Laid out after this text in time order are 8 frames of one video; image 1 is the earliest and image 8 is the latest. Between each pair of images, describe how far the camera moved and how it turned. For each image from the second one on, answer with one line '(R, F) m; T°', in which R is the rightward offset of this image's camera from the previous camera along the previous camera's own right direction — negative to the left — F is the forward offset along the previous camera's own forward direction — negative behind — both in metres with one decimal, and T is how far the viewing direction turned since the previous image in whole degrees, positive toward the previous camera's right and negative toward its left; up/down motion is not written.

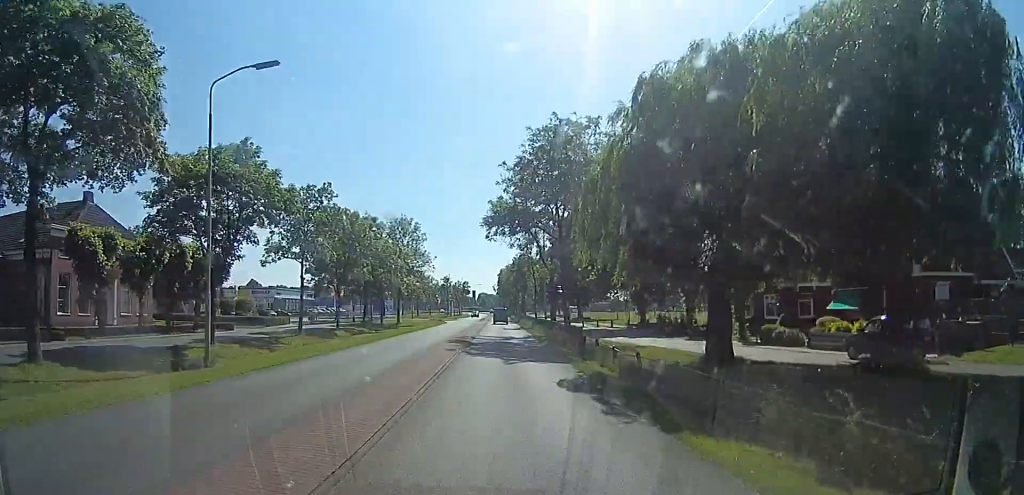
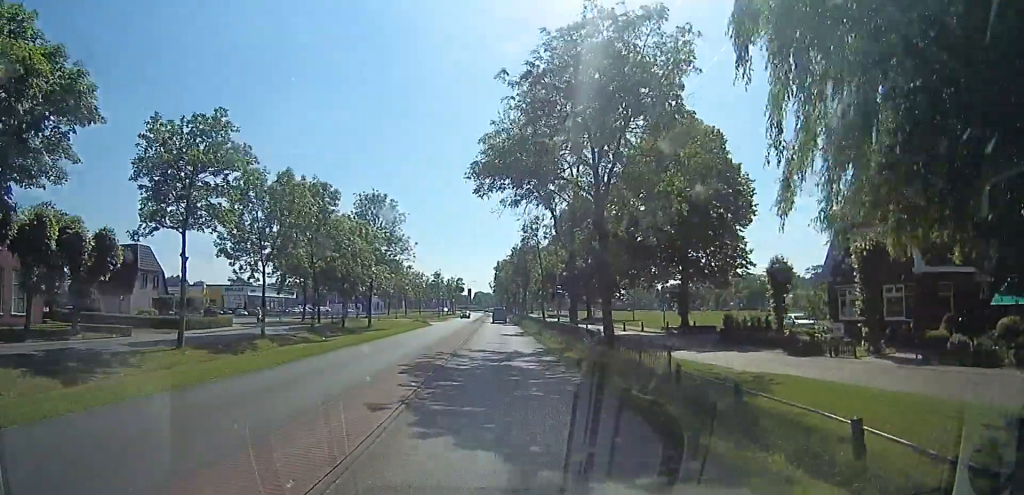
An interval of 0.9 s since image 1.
(+0.2, +12.5) m; +3°
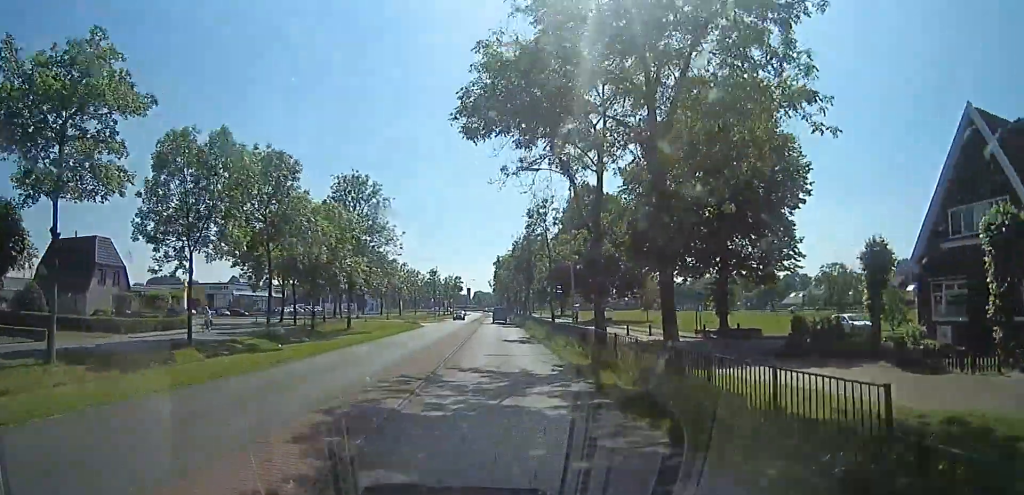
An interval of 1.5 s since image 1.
(+0.1, +7.1) m; +3°
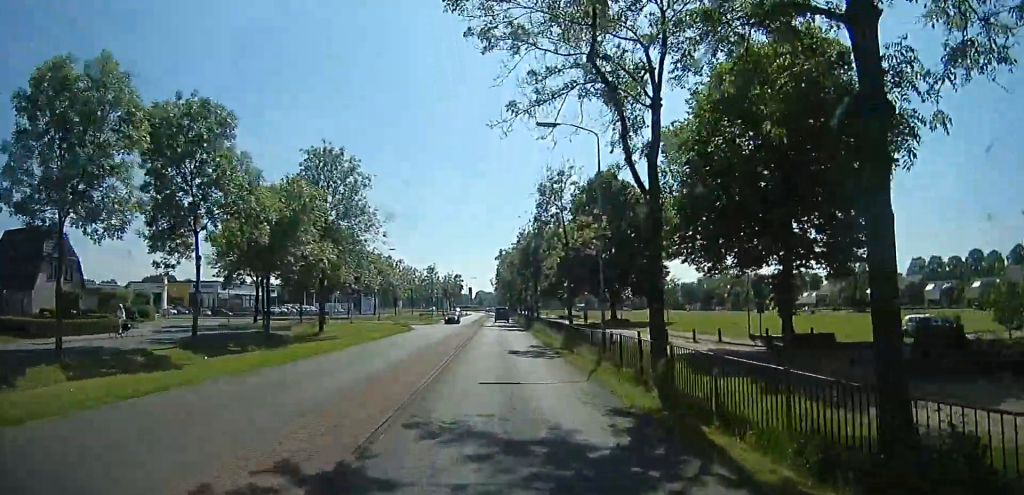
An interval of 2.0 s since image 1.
(+0.3, +7.5) m; -1°
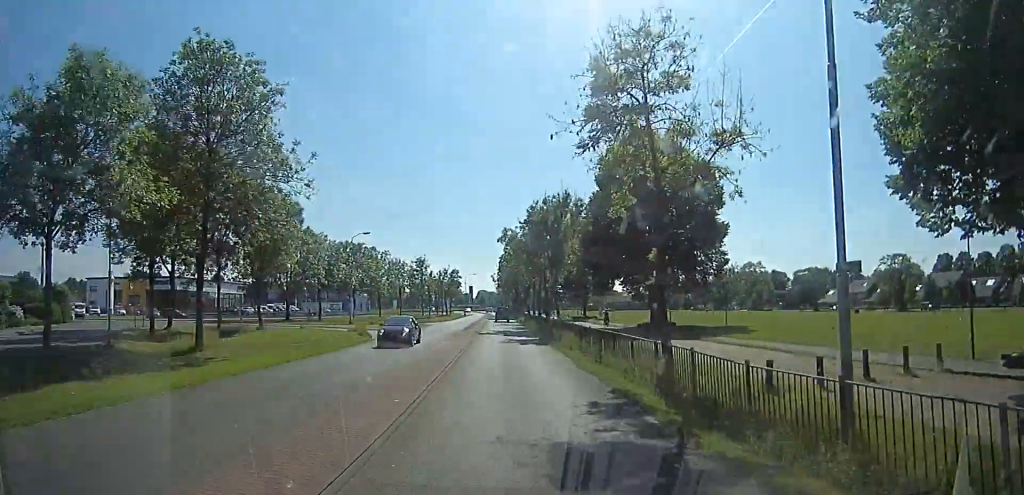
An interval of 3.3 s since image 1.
(-0.6, +15.8) m; -5°
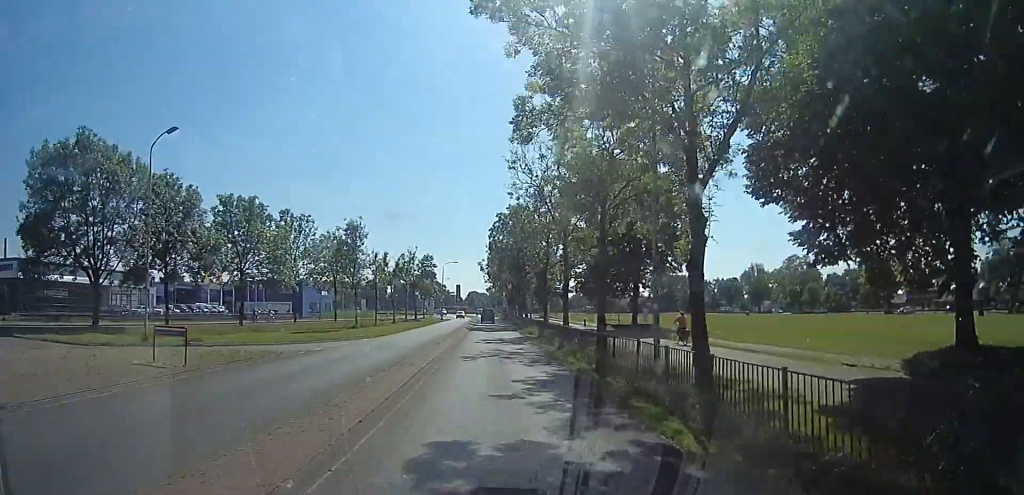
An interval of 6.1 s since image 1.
(-1.3, +36.3) m; -4°
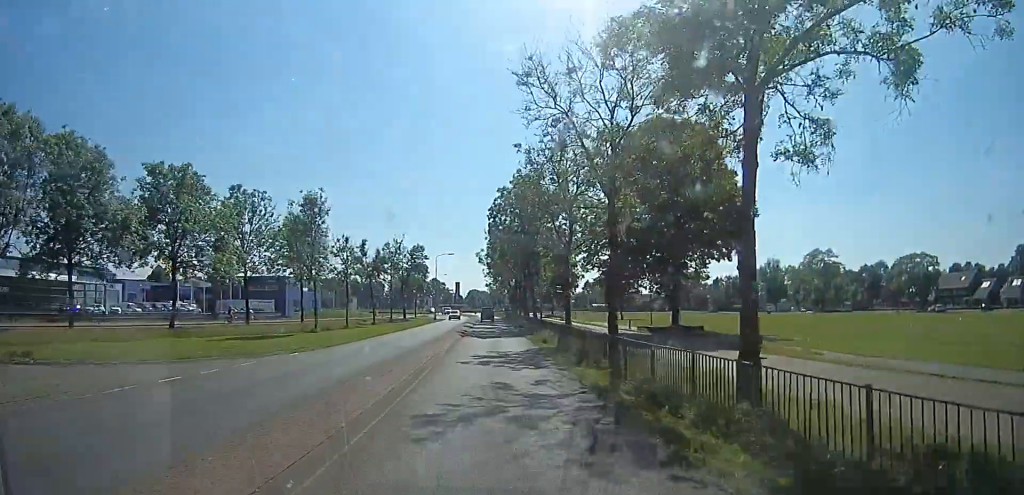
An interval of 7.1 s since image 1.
(-0.1, +11.5) m; +1°
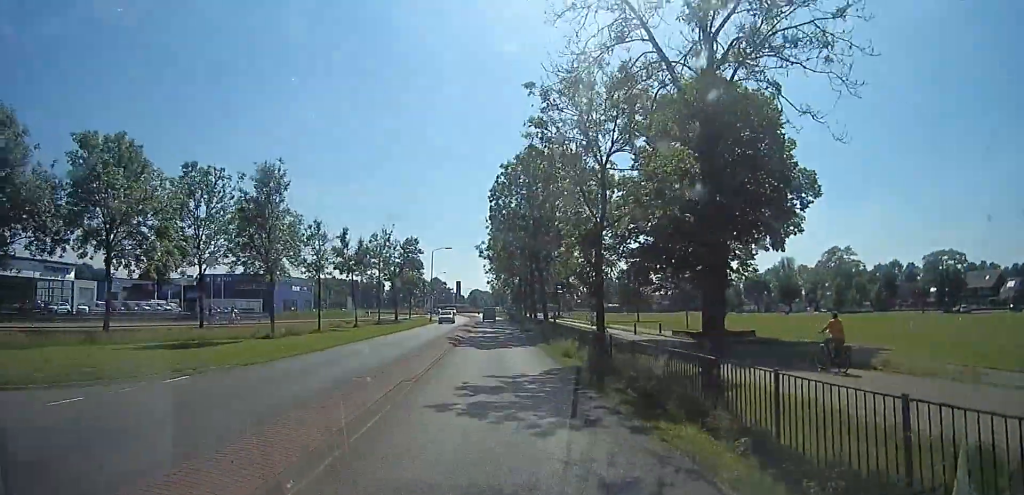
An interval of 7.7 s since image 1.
(0.0, +7.9) m; +3°
